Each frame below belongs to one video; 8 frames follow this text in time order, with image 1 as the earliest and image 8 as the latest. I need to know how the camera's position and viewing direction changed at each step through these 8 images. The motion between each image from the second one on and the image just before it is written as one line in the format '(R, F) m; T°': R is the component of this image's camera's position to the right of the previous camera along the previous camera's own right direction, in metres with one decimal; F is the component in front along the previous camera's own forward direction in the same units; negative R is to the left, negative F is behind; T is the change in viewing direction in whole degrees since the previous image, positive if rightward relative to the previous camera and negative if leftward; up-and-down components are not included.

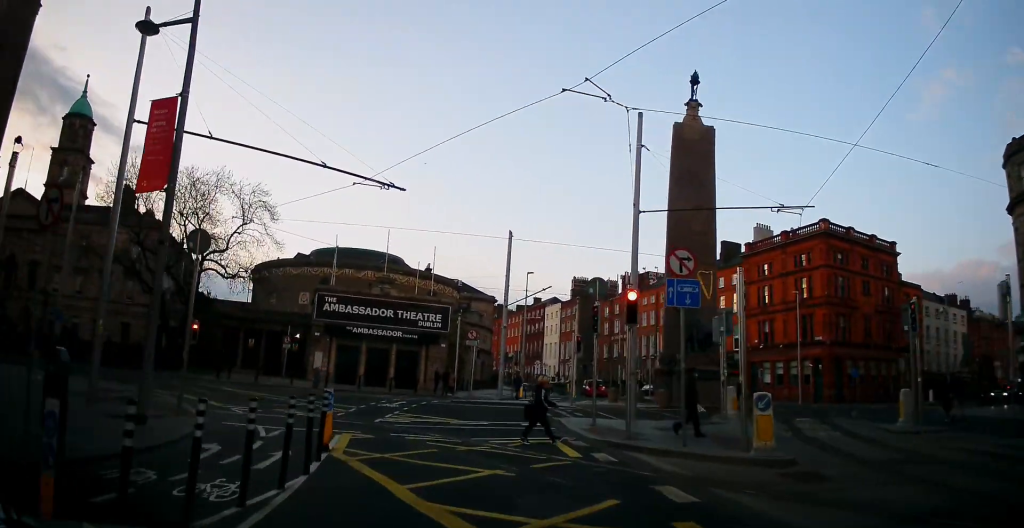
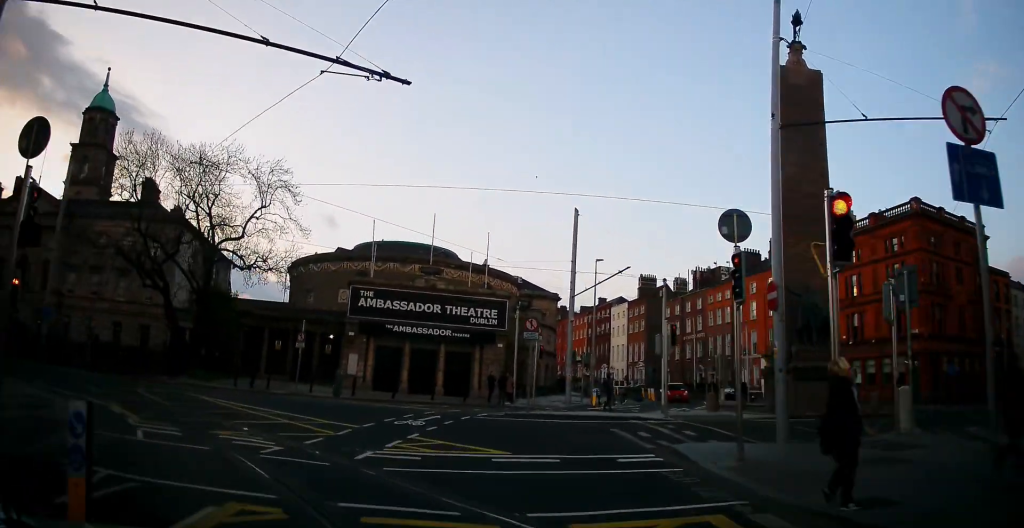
(-0.2, +7.6) m; -3°
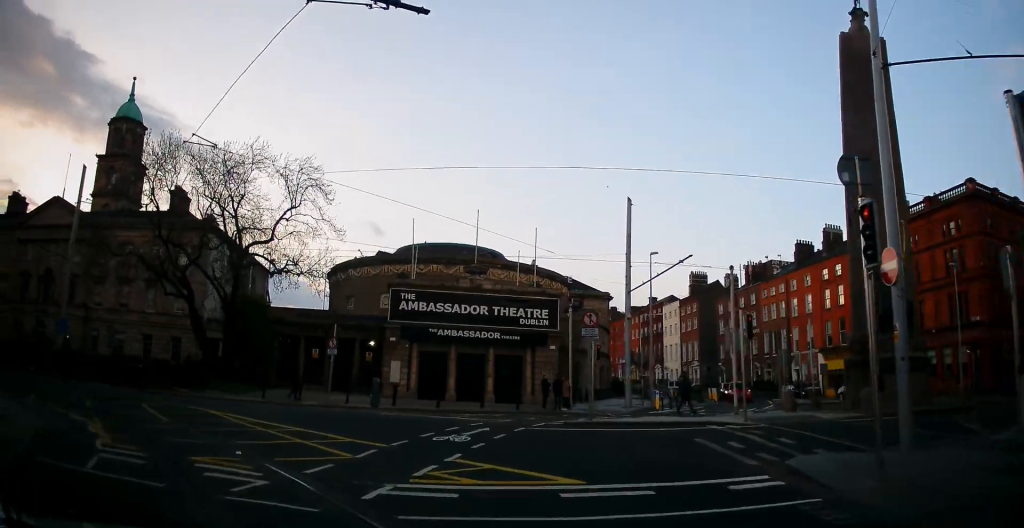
(-0.1, +2.9) m; -5°
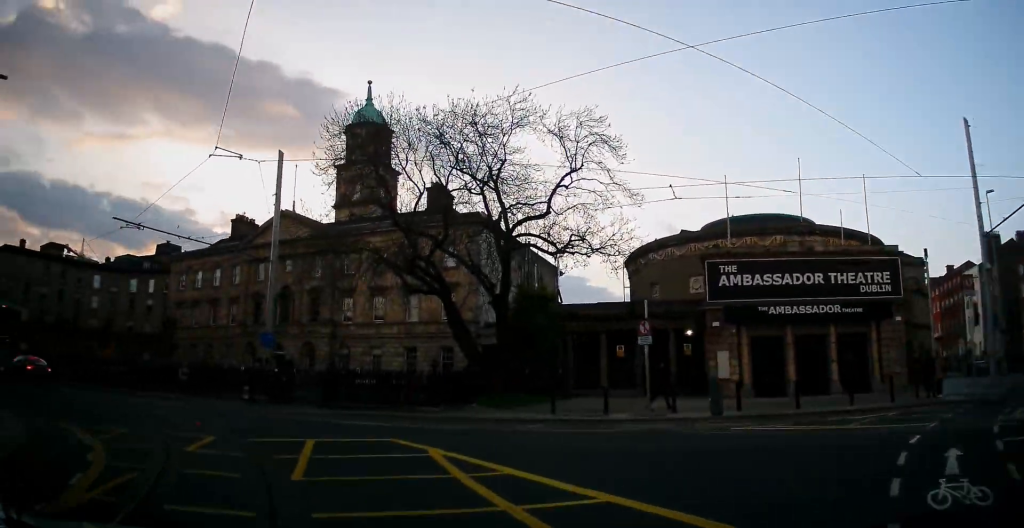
(-1.2, +8.3) m; -21°
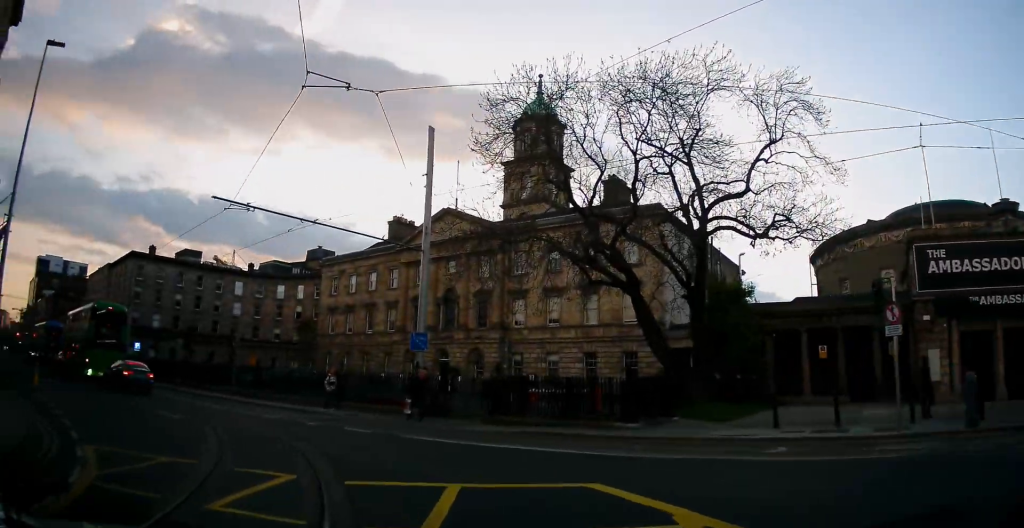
(-0.4, +4.4) m; -17°
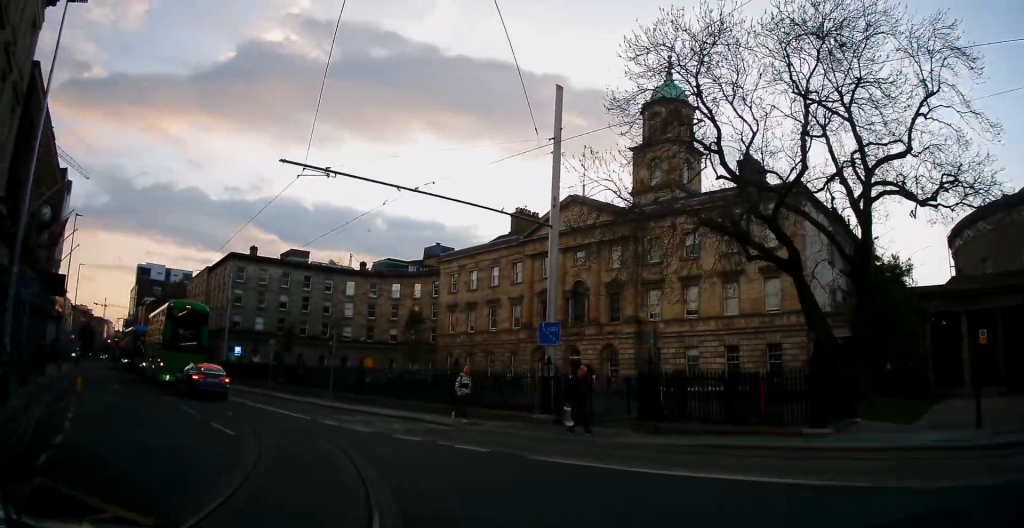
(-0.8, +3.7) m; -15°
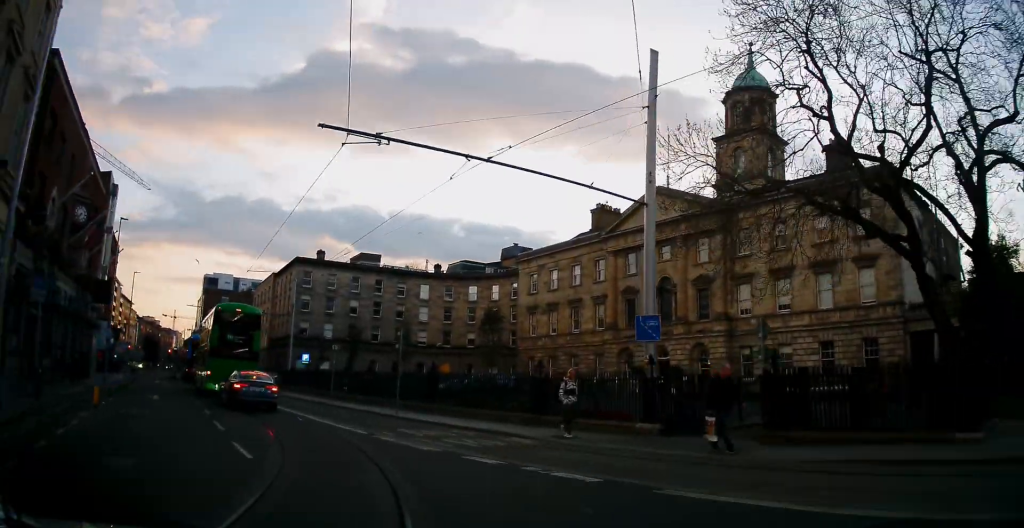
(-0.3, +2.7) m; -9°
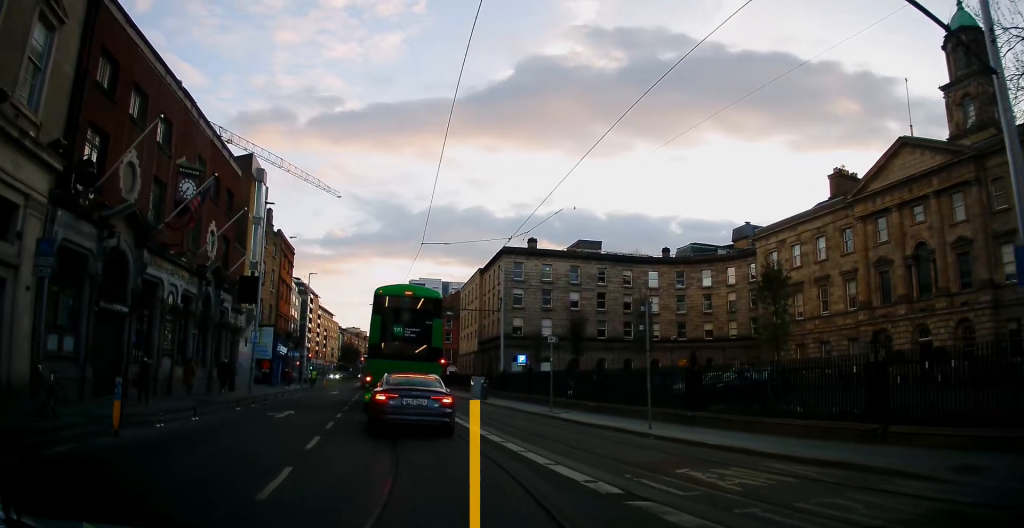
(-1.4, +7.8) m; -20°
